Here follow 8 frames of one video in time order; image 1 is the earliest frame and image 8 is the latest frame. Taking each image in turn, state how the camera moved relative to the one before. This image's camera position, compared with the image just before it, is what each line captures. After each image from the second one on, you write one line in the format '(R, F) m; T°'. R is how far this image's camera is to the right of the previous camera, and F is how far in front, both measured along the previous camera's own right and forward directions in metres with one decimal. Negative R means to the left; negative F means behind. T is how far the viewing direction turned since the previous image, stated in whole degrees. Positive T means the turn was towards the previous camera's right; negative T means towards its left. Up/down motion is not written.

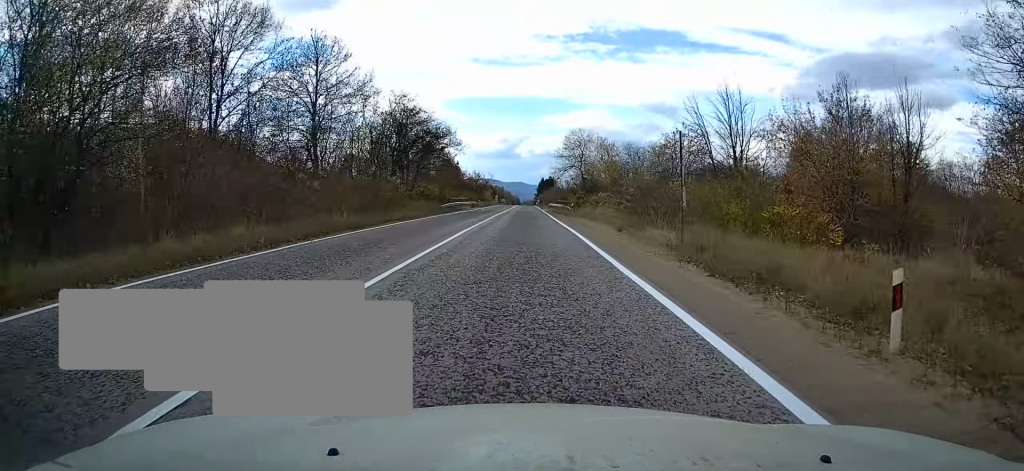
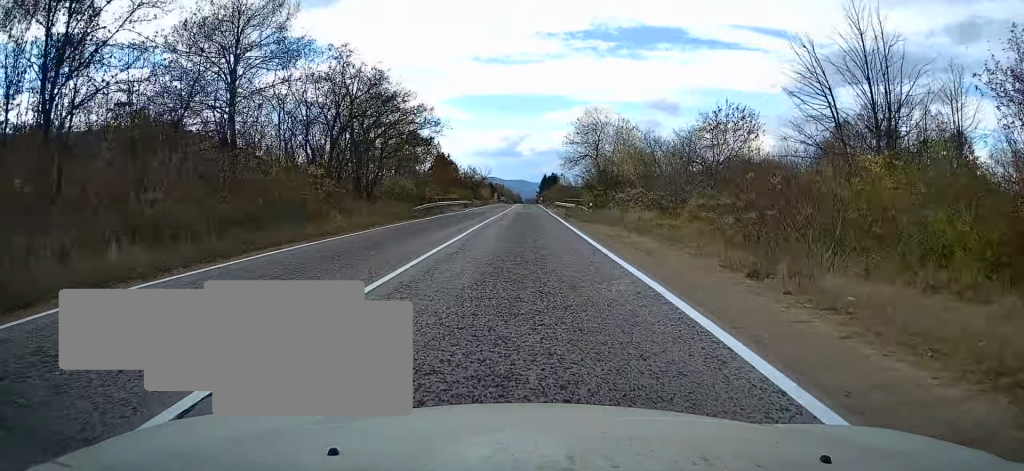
(-0.1, +14.4) m; 0°
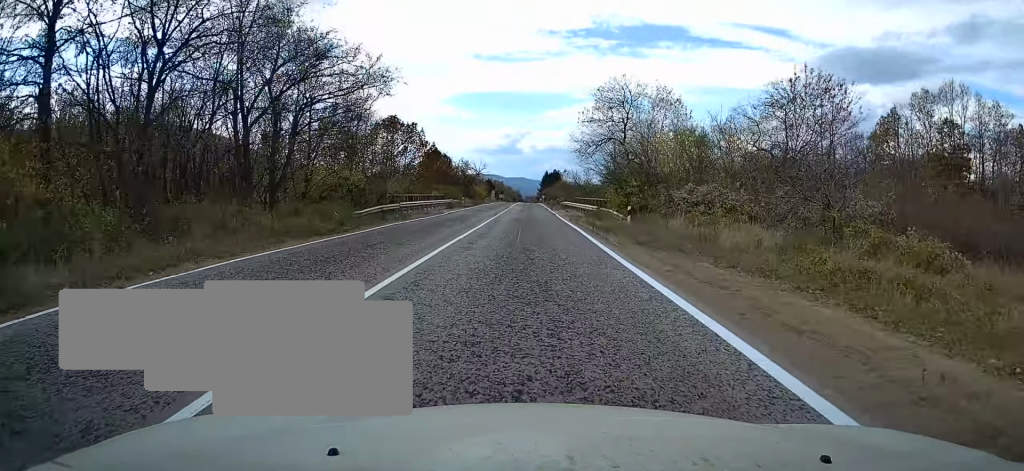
(+0.1, +15.3) m; 0°
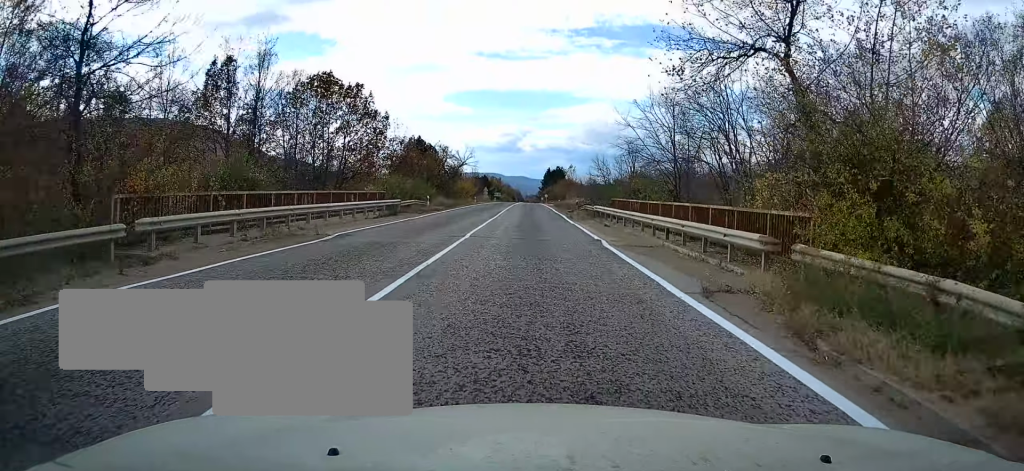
(+0.2, +26.2) m; 0°
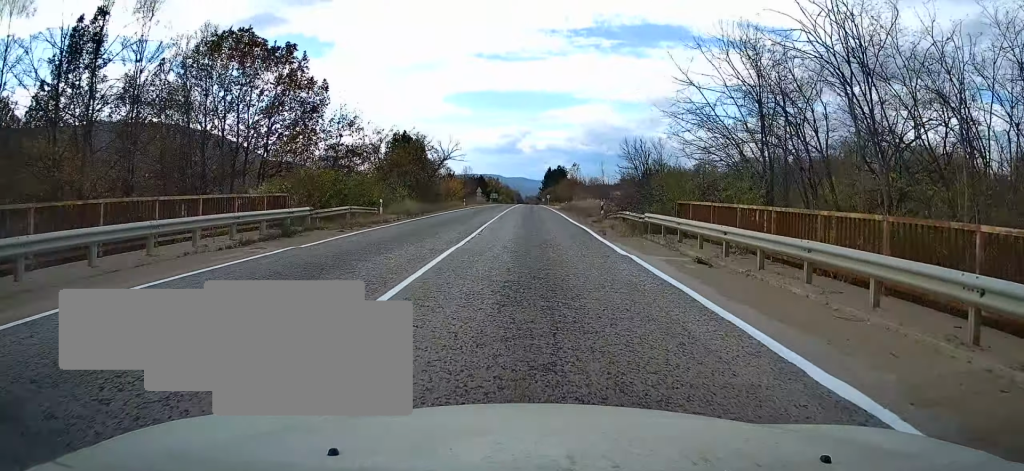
(-0.1, +15.4) m; -1°
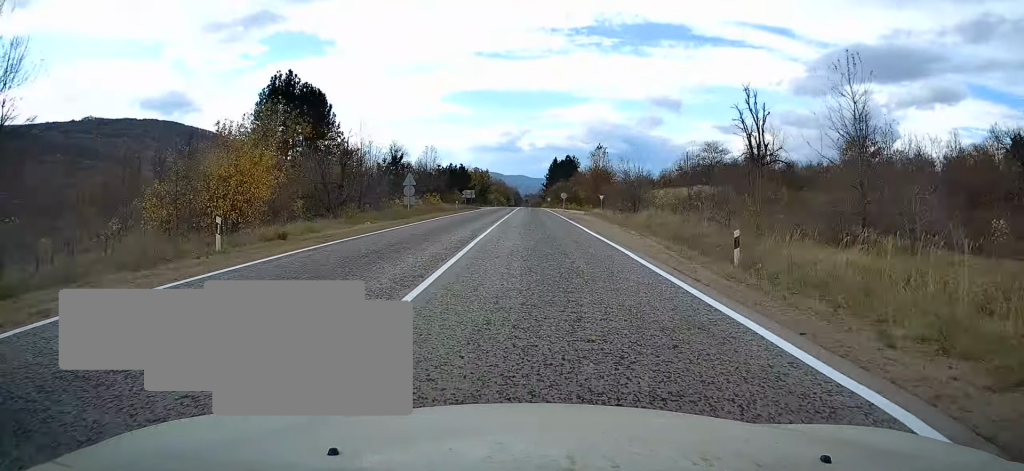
(-0.1, +58.8) m; 0°
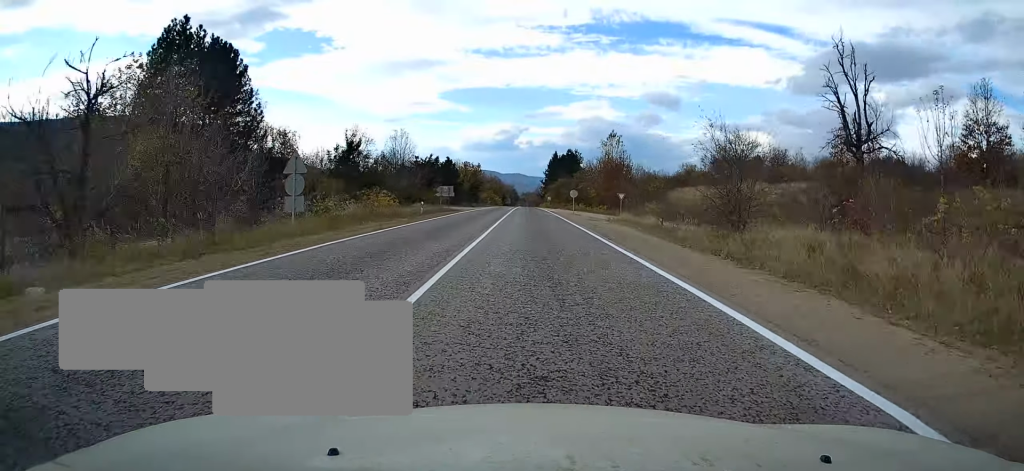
(0.0, +20.0) m; 0°
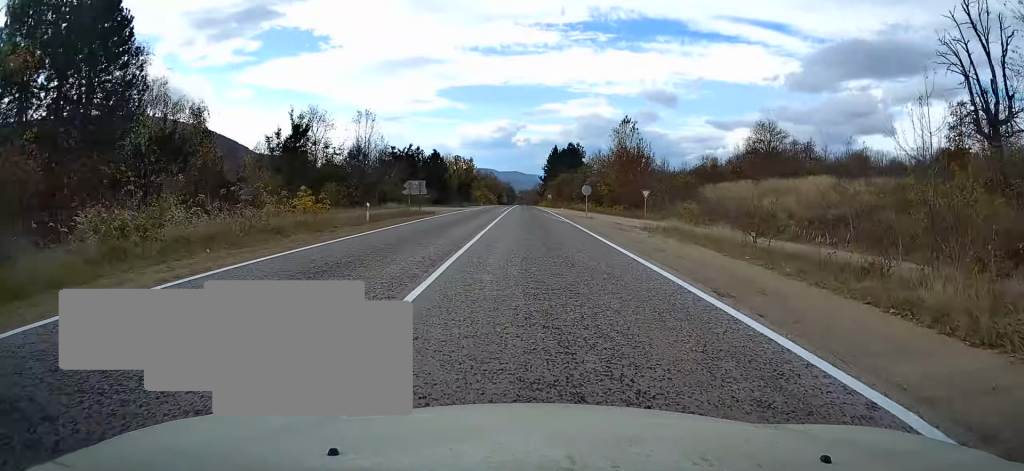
(0.0, +14.6) m; 0°
